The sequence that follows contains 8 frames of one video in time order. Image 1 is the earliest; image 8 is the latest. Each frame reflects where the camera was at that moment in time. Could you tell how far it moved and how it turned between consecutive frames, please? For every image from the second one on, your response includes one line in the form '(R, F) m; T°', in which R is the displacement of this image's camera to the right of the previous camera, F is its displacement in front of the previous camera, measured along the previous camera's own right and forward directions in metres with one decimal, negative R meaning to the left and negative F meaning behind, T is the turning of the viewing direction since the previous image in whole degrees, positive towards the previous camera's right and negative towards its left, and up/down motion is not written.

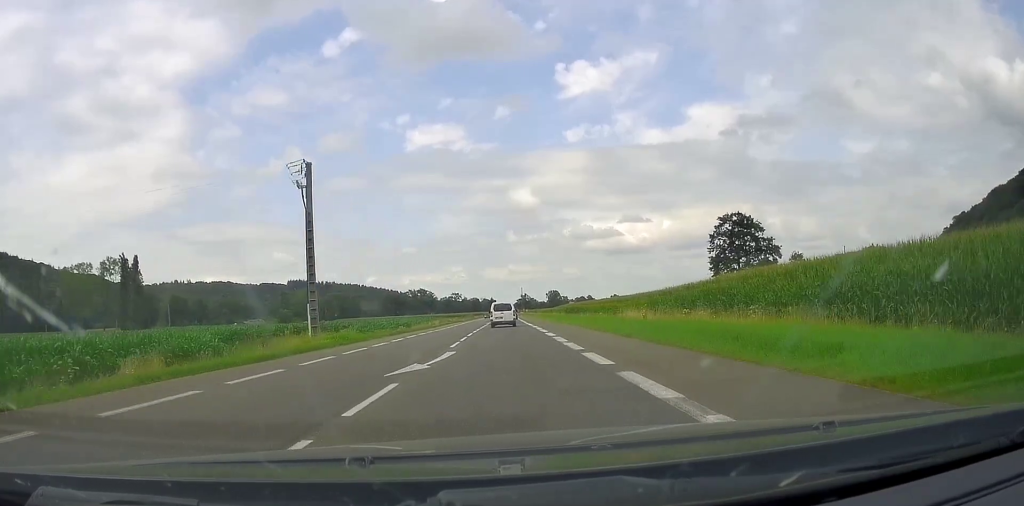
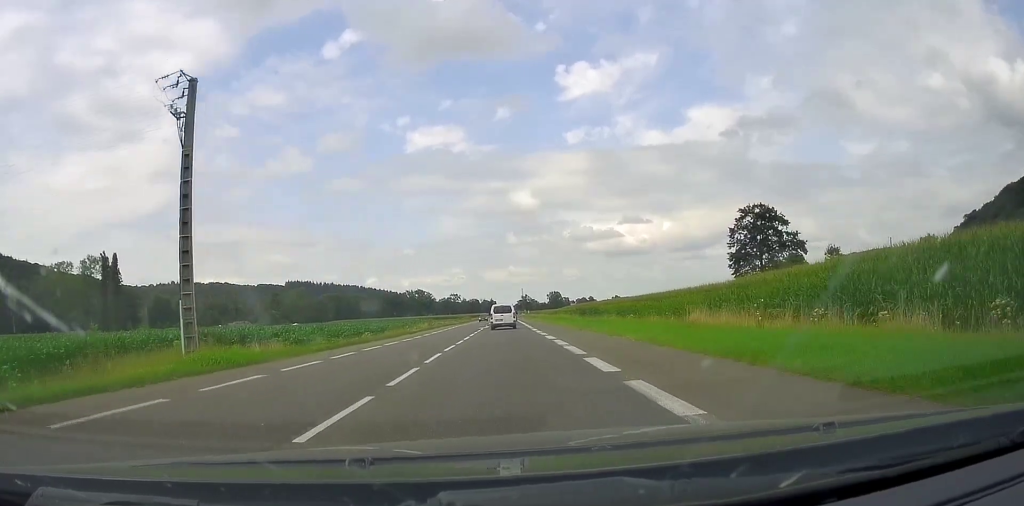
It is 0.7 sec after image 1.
(+0.1, +13.6) m; 0°
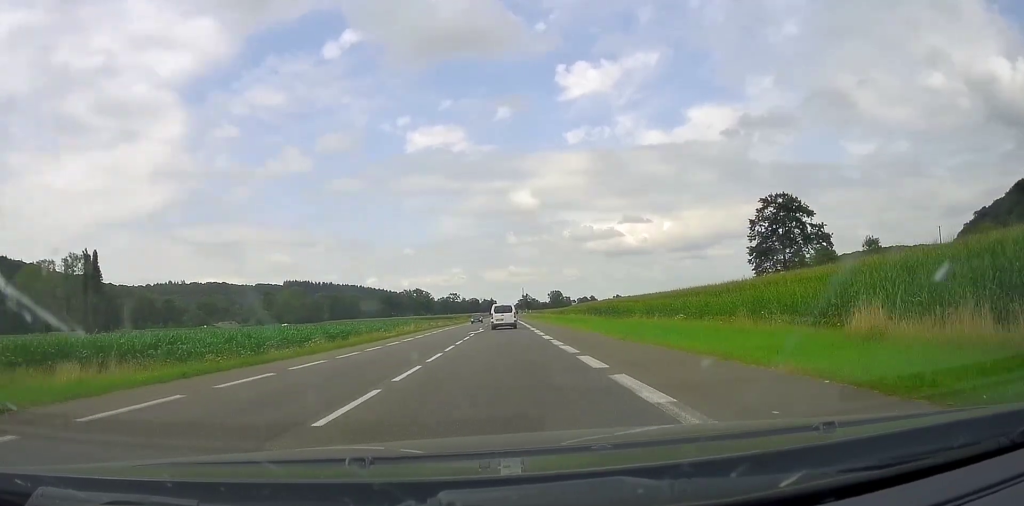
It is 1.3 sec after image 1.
(0.0, +11.8) m; 0°
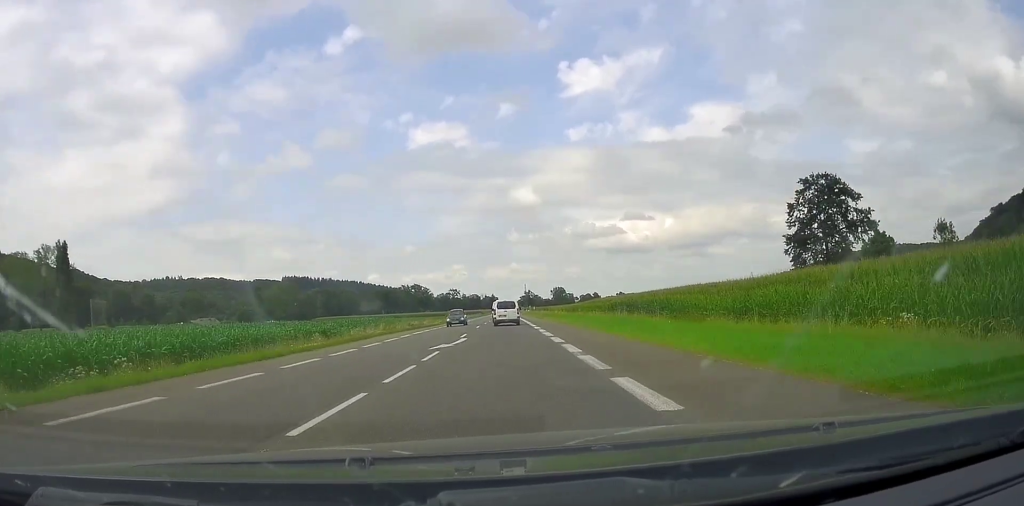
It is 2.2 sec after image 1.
(0.0, +17.7) m; -1°
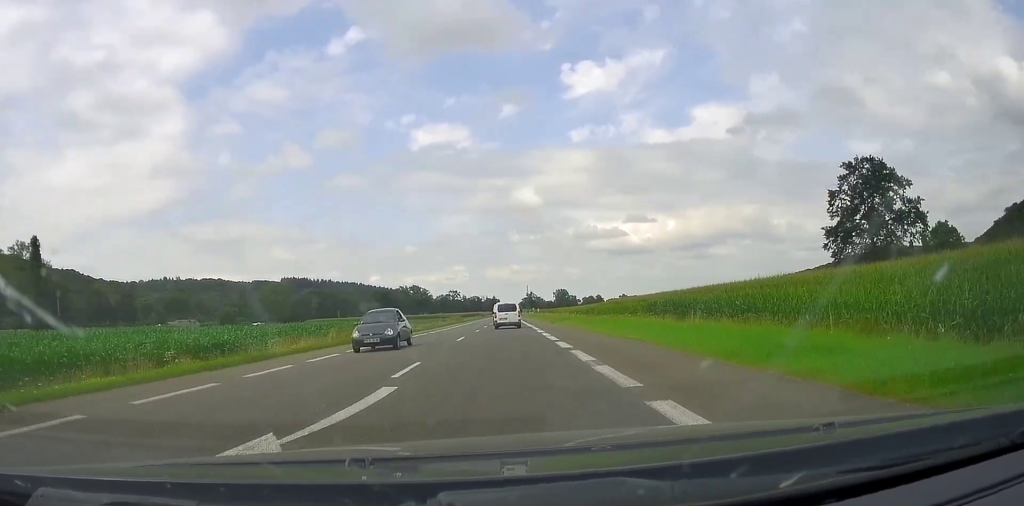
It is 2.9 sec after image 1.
(-0.1, +15.2) m; -1°
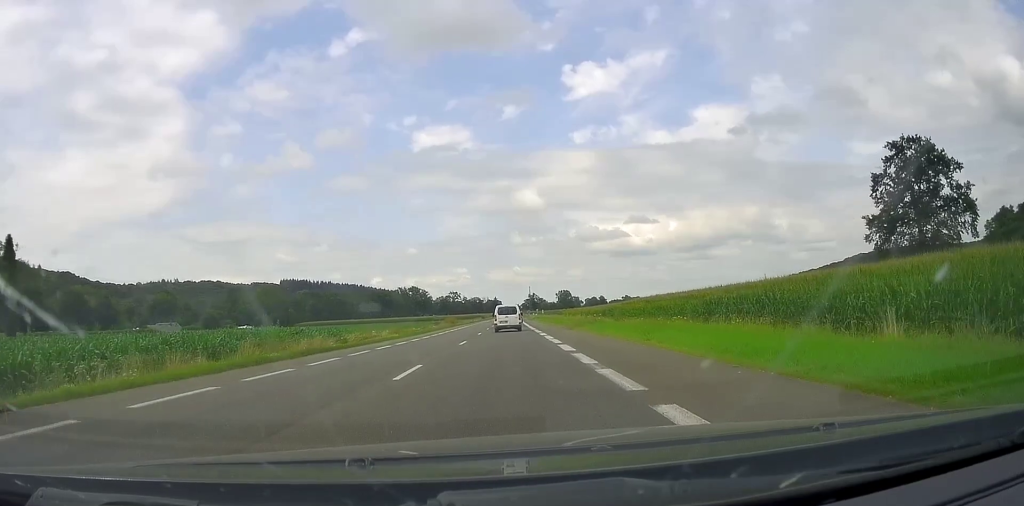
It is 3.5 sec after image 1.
(-0.1, +13.2) m; -1°
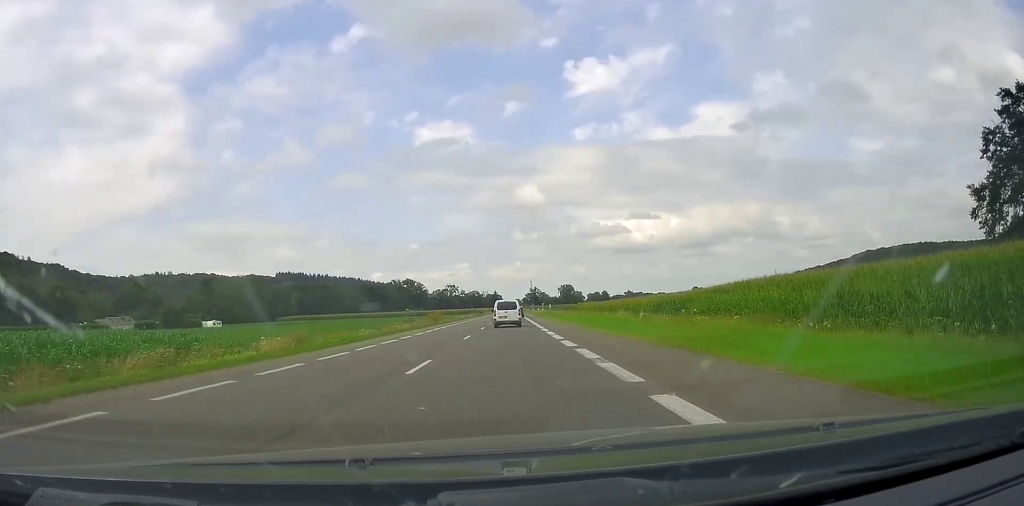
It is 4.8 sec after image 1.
(-0.3, +25.9) m; -1°
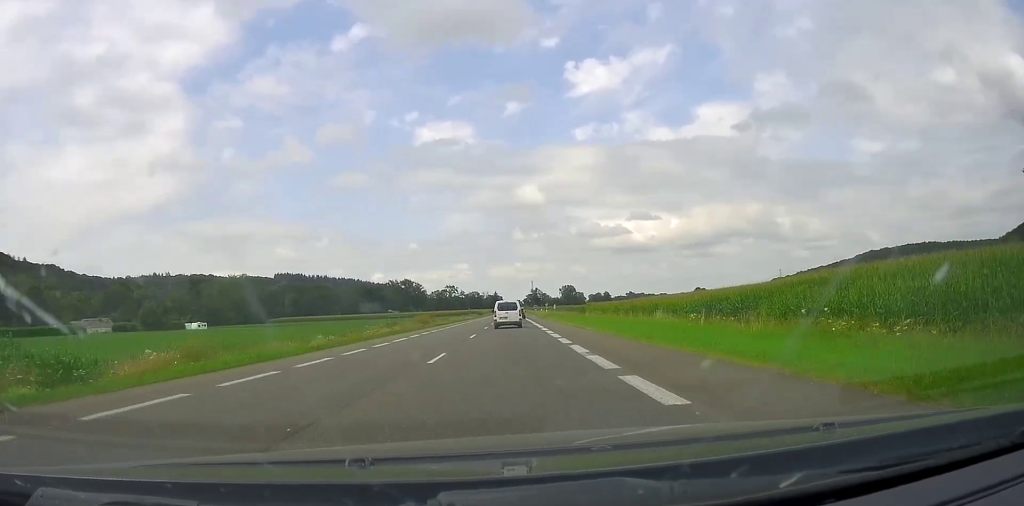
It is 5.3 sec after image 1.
(-0.1, +10.9) m; 0°
